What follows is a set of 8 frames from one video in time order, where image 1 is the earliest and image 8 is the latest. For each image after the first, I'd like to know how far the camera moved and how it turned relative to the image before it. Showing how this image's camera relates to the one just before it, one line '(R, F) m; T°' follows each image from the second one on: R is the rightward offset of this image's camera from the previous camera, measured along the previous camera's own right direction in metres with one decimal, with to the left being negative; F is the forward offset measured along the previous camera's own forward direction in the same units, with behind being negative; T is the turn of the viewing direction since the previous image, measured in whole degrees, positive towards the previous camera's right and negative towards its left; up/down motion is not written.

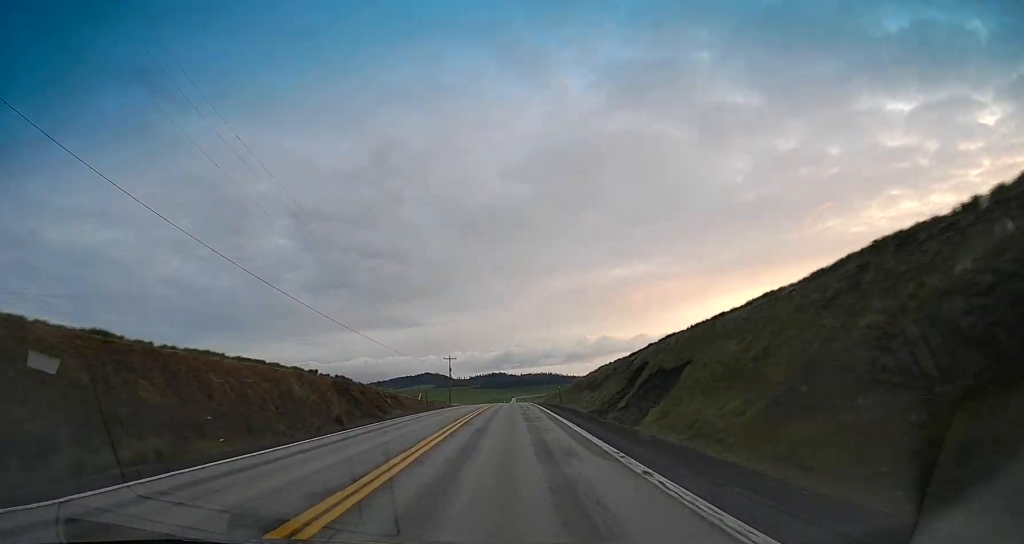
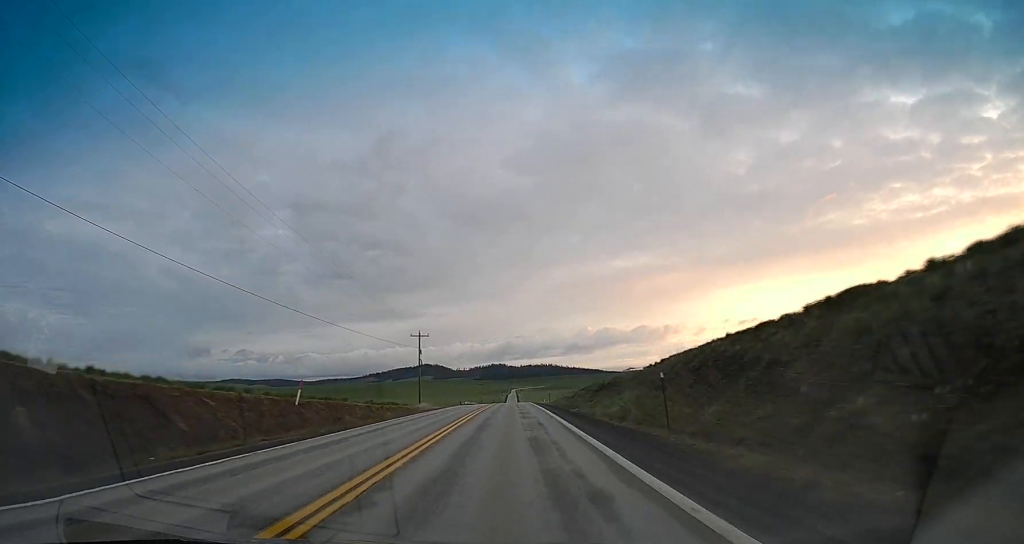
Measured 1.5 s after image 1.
(0.0, +38.6) m; 0°
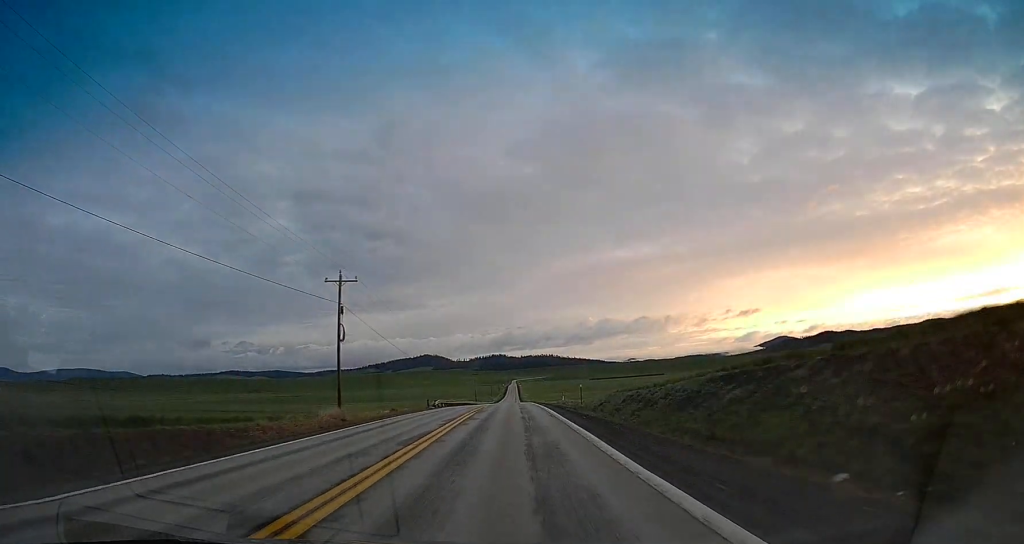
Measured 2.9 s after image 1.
(0.0, +38.1) m; -1°
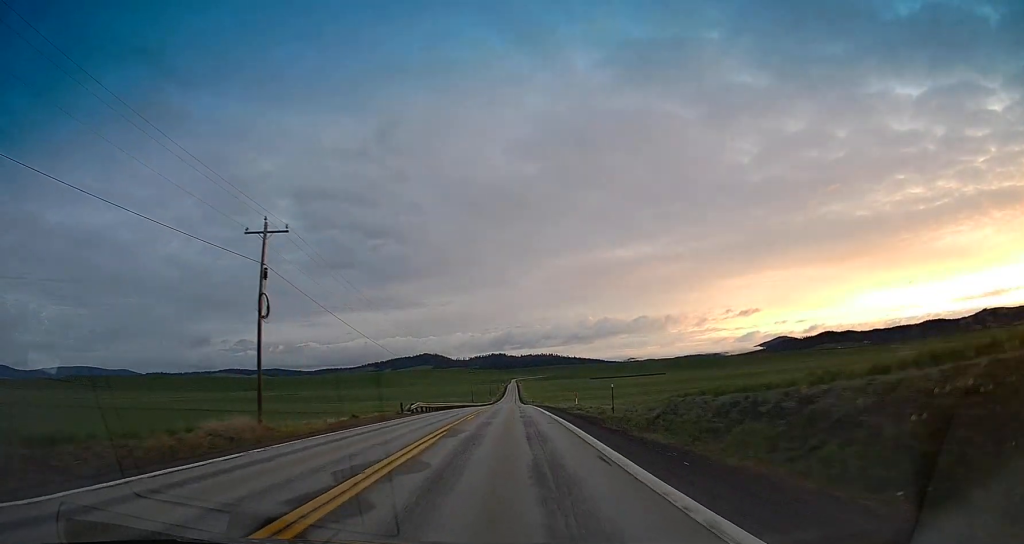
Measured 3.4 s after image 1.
(-0.3, +14.3) m; 0°
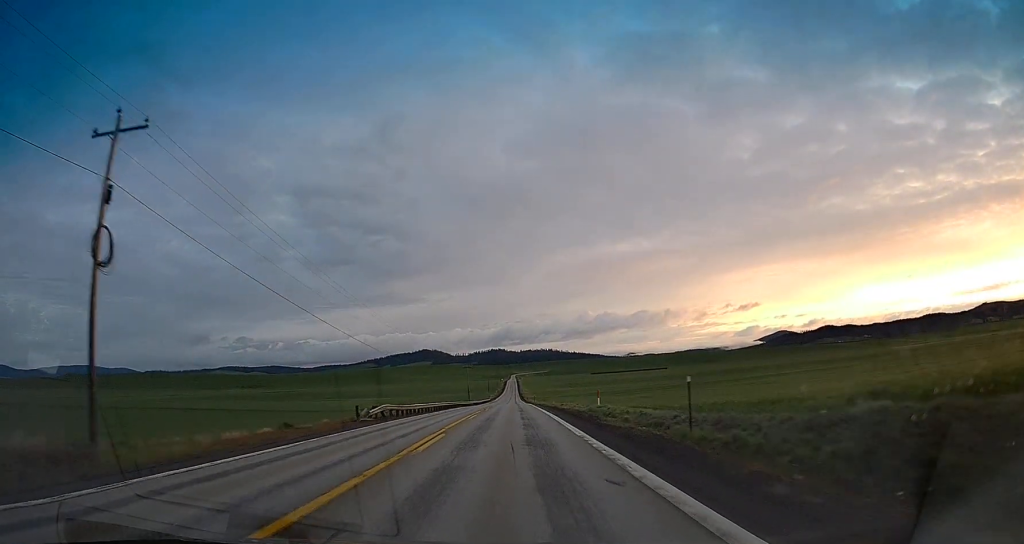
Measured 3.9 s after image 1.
(-0.2, +13.4) m; 0°
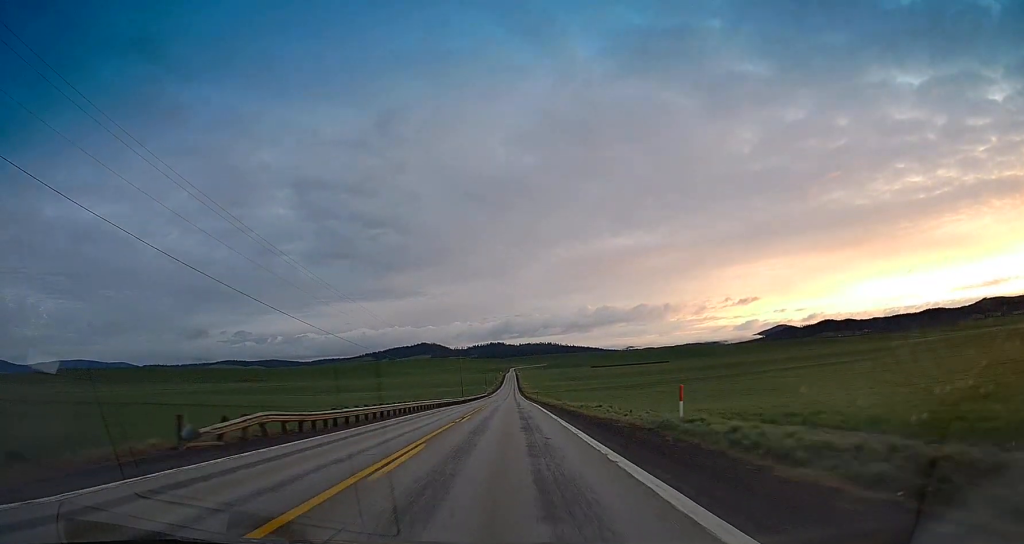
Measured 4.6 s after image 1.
(+0.4, +18.9) m; +1°
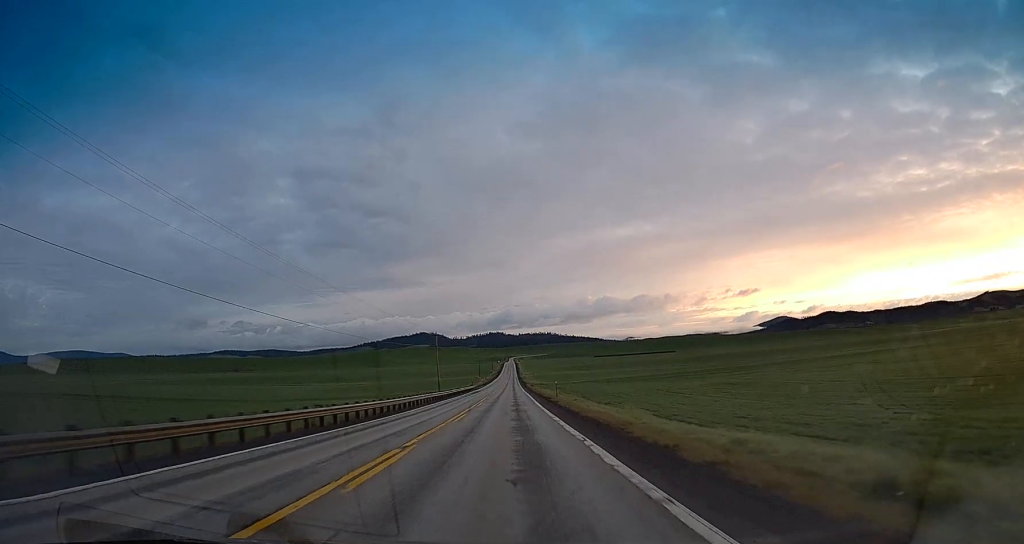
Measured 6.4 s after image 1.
(+0.3, +47.1) m; 0°
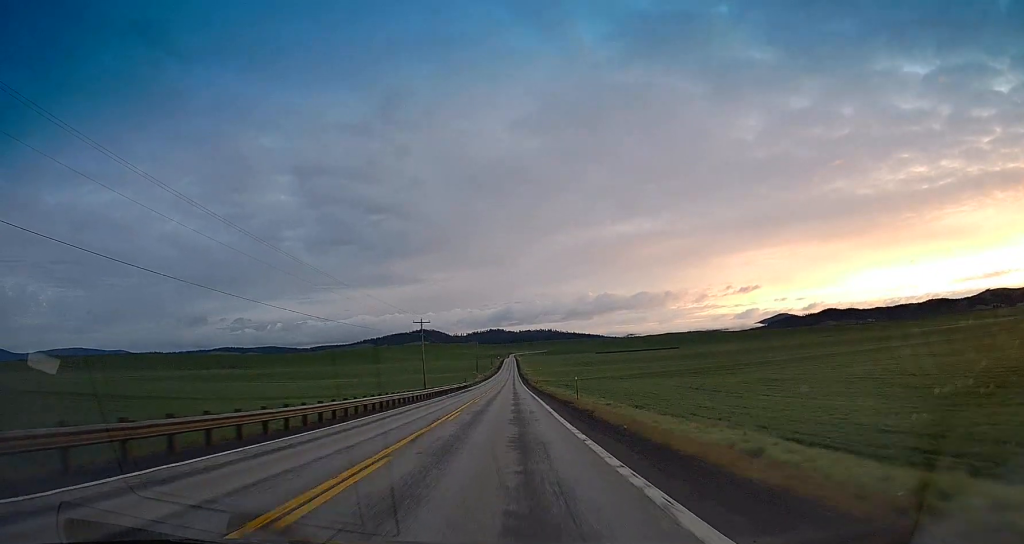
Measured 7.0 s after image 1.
(0.0, +17.3) m; 0°
